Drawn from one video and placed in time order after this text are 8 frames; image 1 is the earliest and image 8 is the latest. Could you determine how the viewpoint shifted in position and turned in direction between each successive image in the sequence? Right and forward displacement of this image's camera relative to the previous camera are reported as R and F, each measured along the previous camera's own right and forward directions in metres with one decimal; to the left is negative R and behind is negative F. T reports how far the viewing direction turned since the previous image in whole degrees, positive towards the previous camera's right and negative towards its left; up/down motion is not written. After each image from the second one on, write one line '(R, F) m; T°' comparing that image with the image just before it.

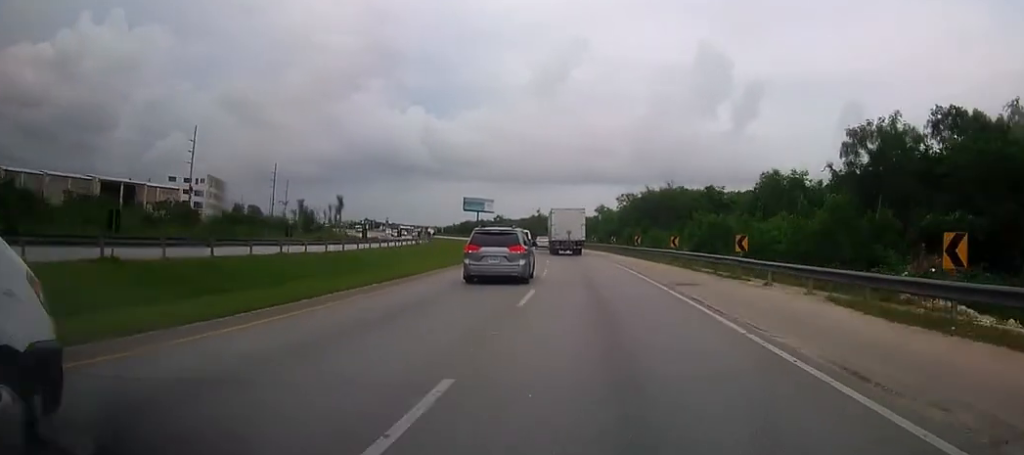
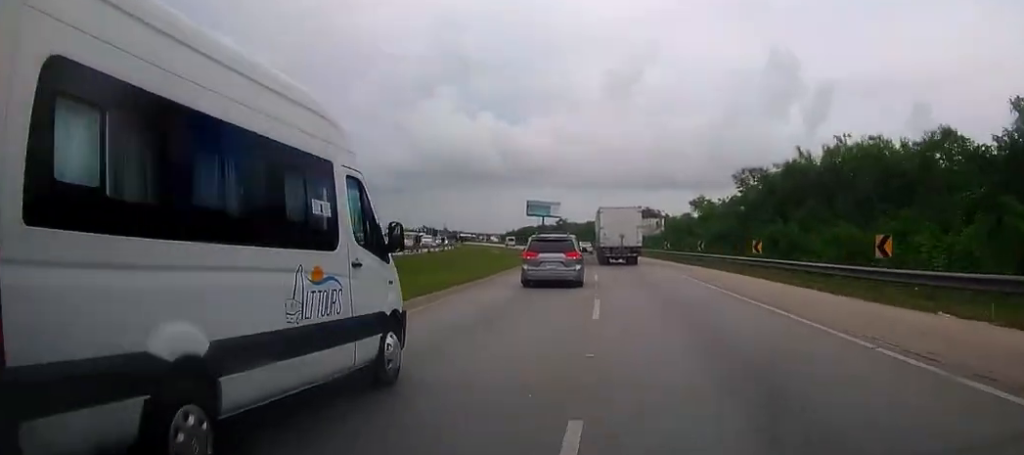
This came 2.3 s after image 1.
(-1.3, +39.6) m; -4°
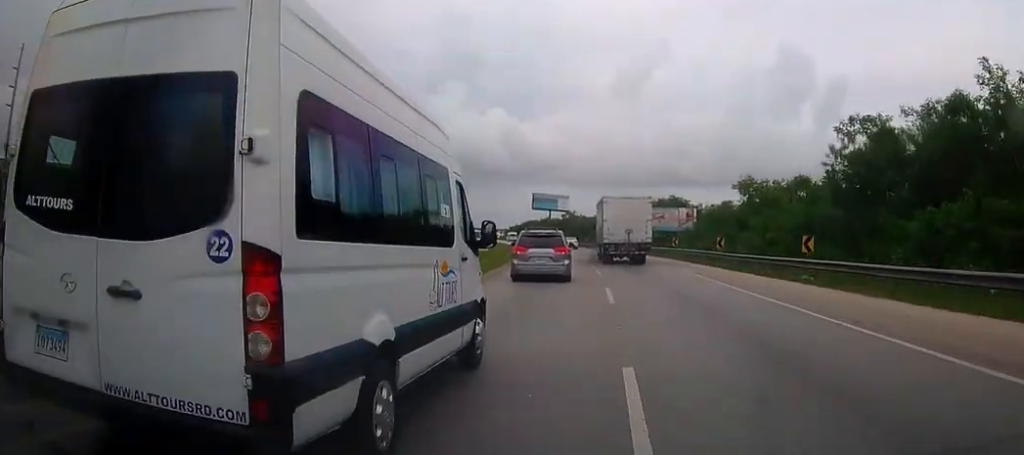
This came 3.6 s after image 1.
(-0.8, +22.7) m; -2°
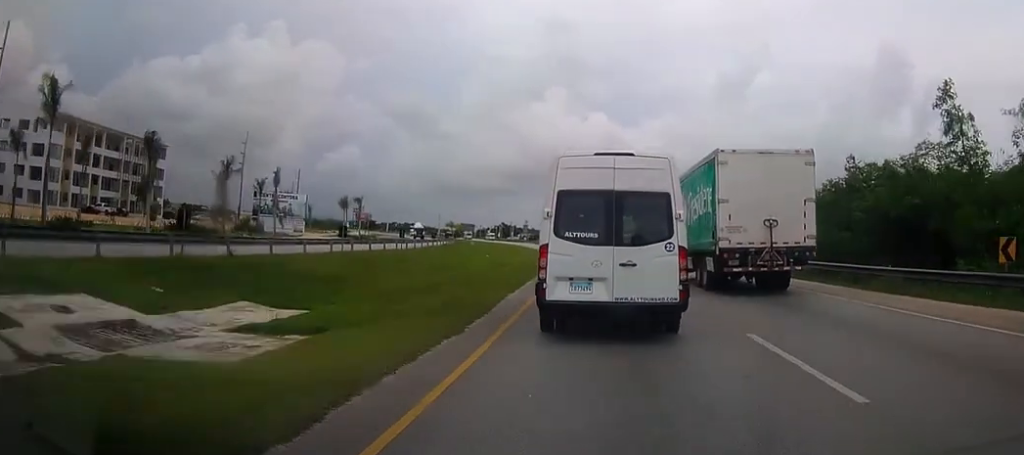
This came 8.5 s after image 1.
(-6.1, +86.2) m; -8°
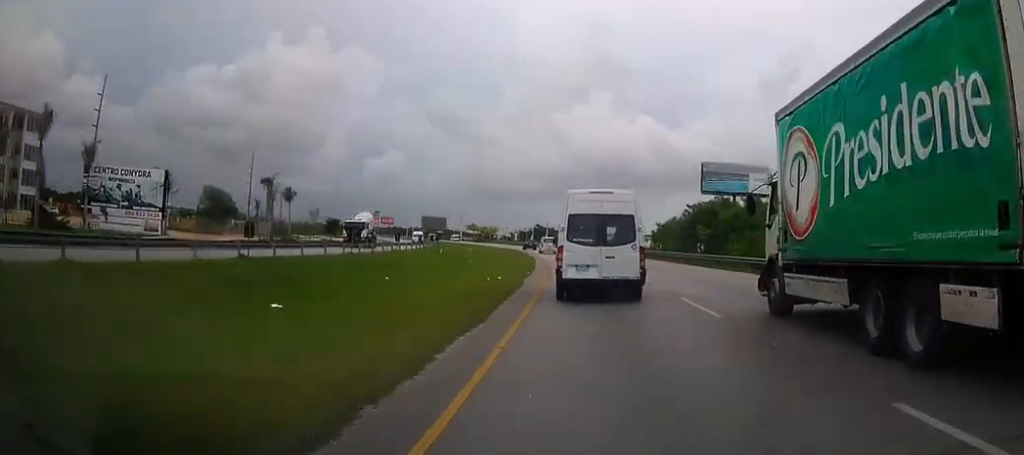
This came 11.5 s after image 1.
(-2.1, +55.6) m; -4°
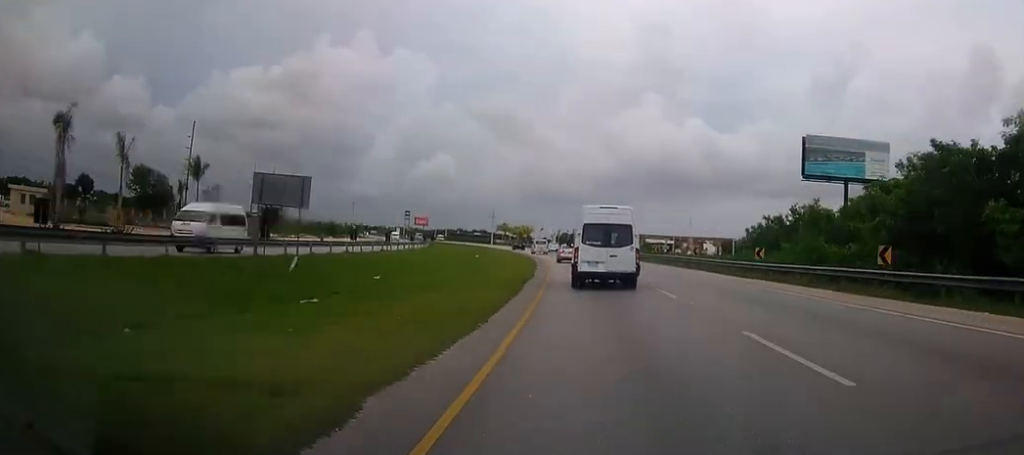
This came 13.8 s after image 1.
(-1.3, +45.0) m; -4°
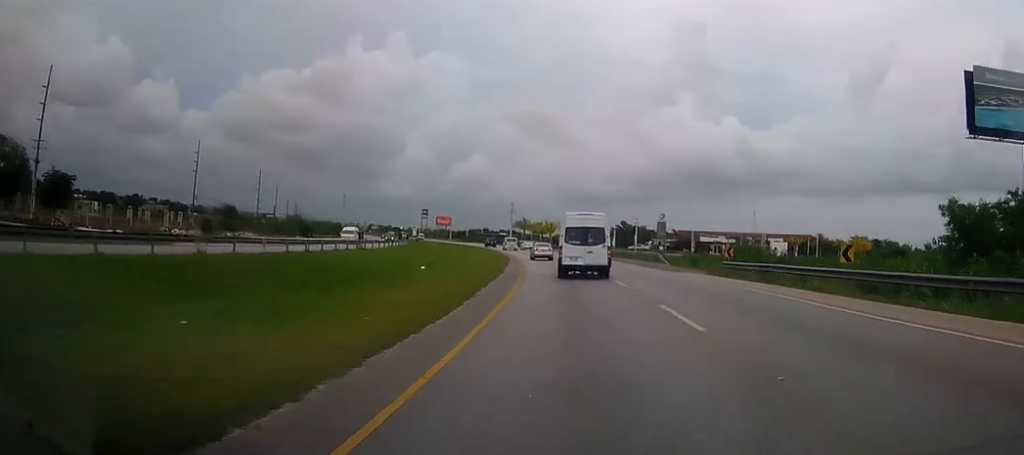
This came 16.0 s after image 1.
(-1.5, +44.8) m; -4°
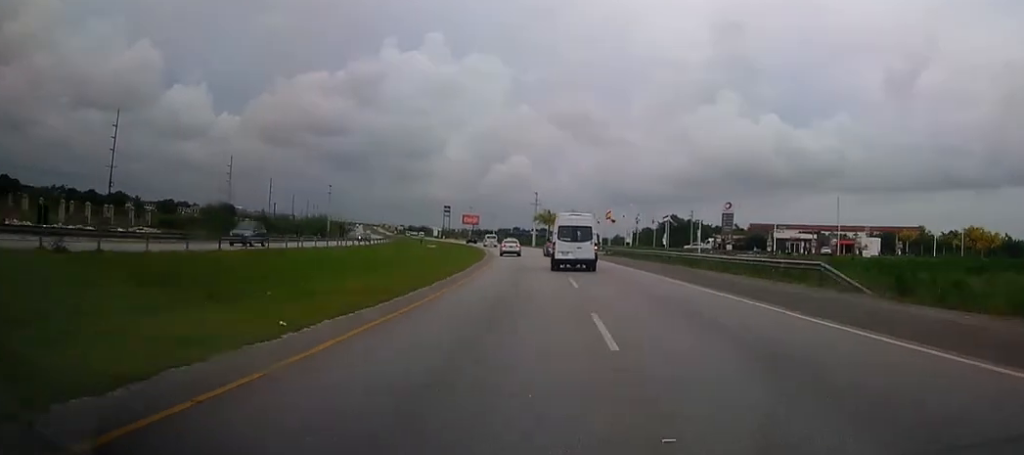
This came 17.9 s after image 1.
(-1.0, +40.0) m; -4°
